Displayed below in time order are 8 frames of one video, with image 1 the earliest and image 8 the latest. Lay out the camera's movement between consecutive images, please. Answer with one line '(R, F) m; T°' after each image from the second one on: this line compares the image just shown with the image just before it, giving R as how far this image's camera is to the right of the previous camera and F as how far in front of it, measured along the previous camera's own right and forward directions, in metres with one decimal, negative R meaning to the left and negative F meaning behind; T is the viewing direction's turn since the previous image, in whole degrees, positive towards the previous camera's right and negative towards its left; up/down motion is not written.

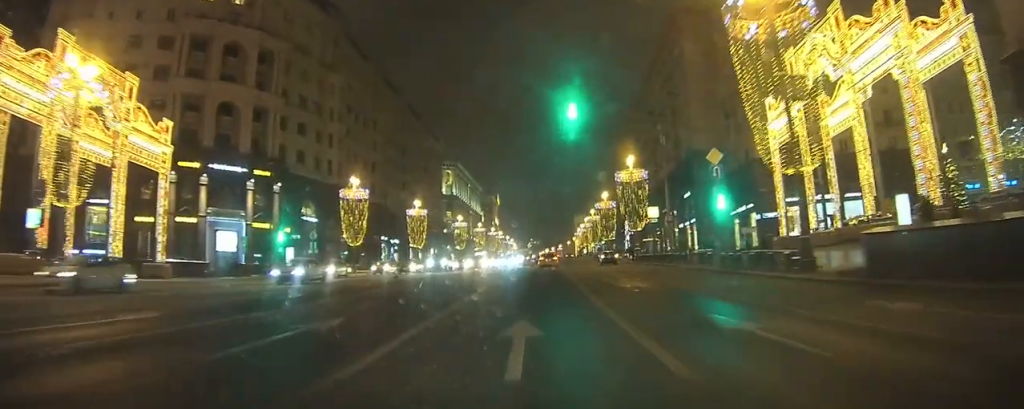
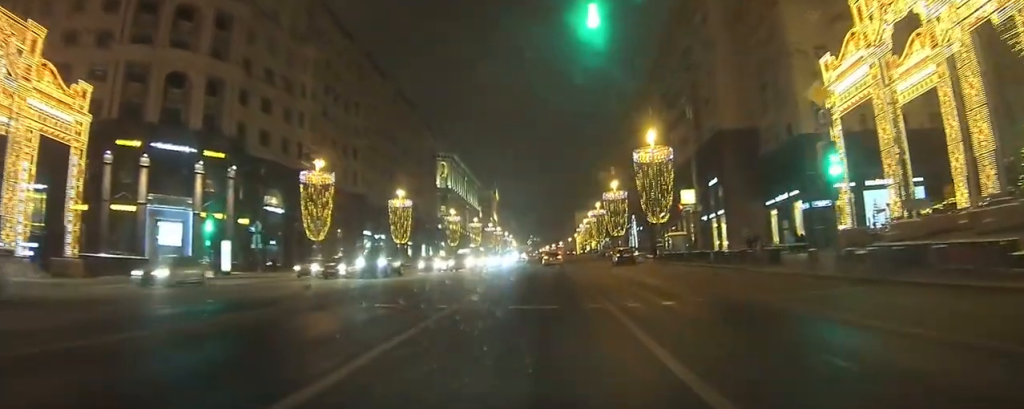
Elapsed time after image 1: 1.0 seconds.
(+0.1, +12.7) m; 0°
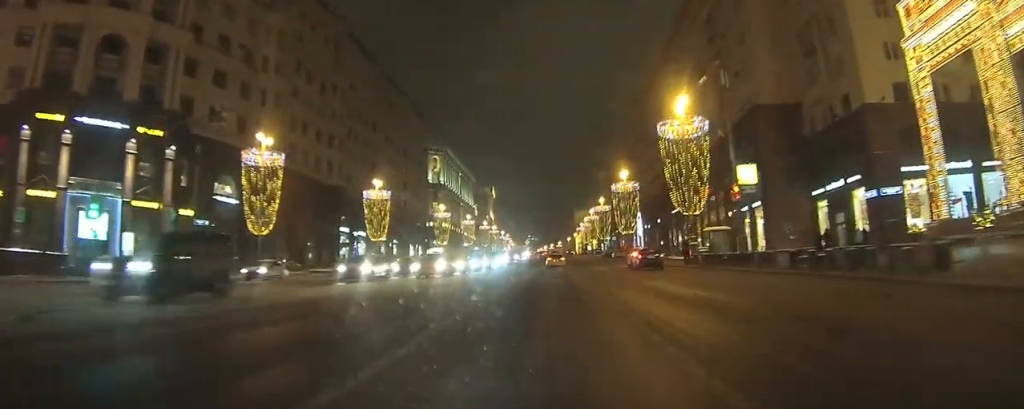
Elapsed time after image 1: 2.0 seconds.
(-0.2, +12.3) m; -1°
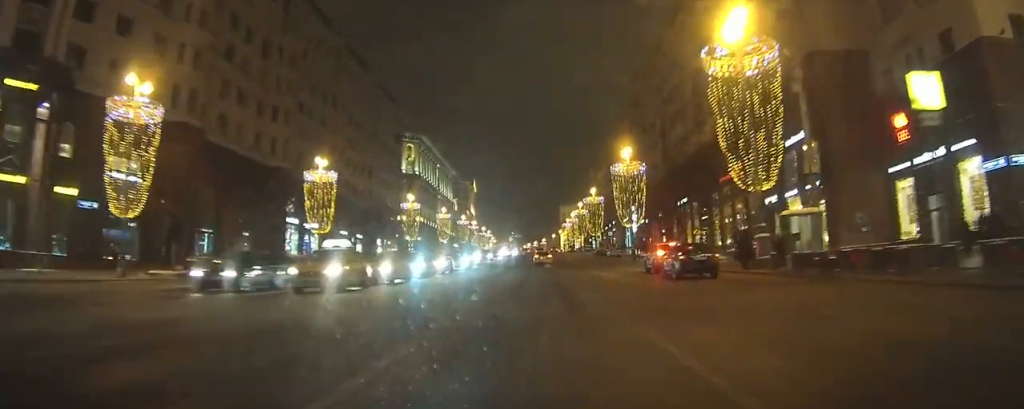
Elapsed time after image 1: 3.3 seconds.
(0.0, +15.5) m; +1°
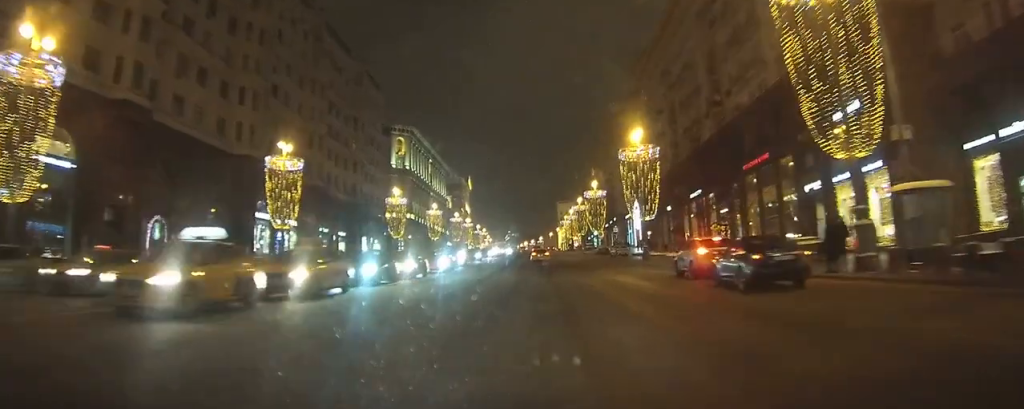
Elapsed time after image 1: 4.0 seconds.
(0.0, +8.7) m; 0°
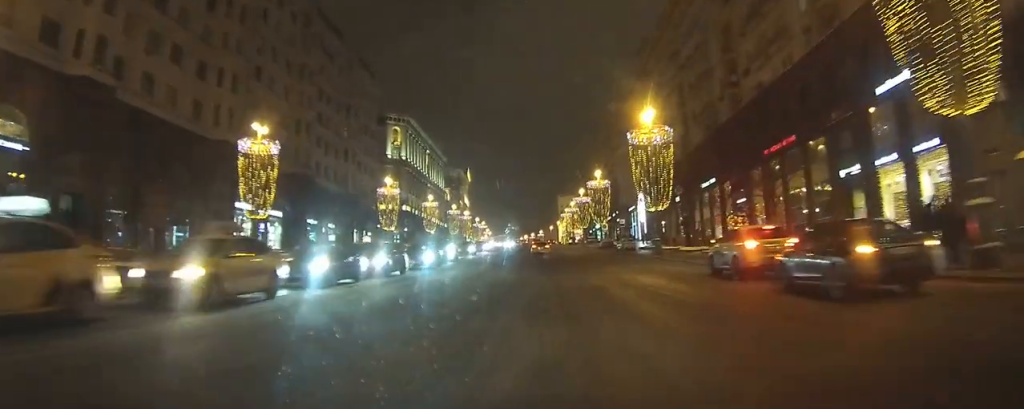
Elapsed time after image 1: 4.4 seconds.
(0.0, +5.4) m; 0°
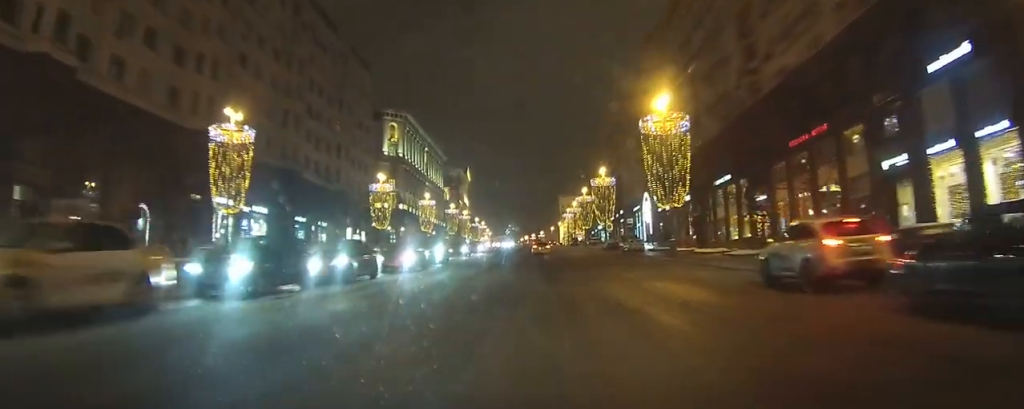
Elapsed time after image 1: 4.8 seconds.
(0.0, +5.0) m; 0°
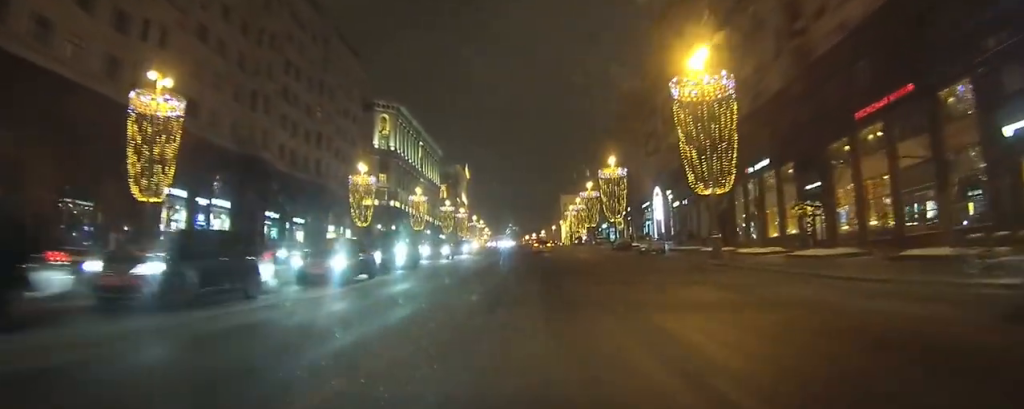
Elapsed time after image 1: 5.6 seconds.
(-0.1, +10.0) m; 0°
